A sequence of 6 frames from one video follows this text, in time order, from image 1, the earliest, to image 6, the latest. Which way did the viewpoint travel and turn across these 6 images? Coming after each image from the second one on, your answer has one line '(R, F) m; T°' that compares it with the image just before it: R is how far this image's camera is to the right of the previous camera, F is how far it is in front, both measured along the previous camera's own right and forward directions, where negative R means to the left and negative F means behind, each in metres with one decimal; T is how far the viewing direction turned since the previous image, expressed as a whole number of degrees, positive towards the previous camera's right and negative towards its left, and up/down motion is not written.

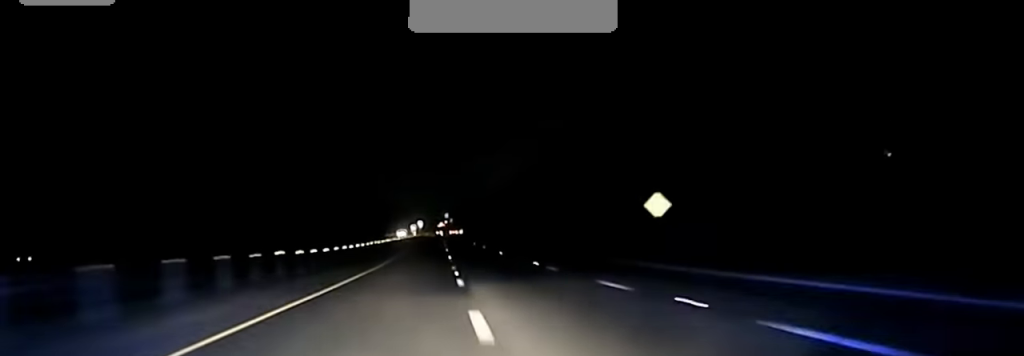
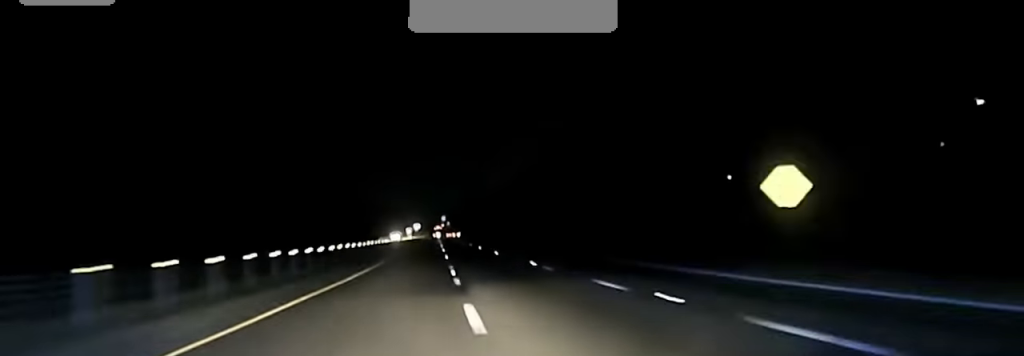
(0.0, +20.6) m; 0°
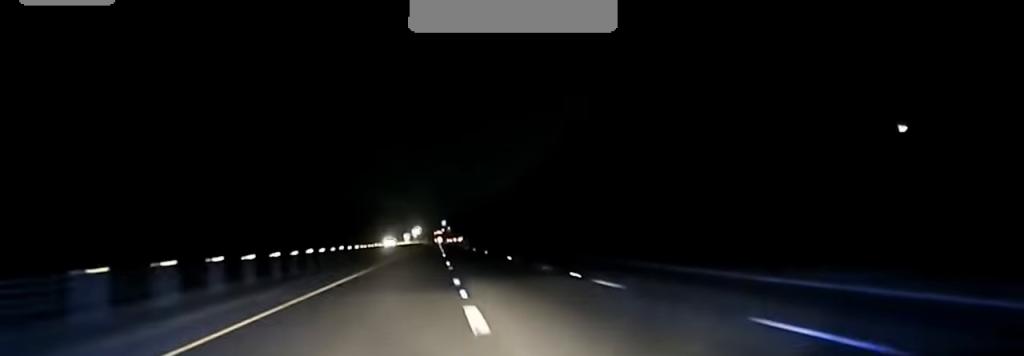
(0.0, +33.6) m; 0°
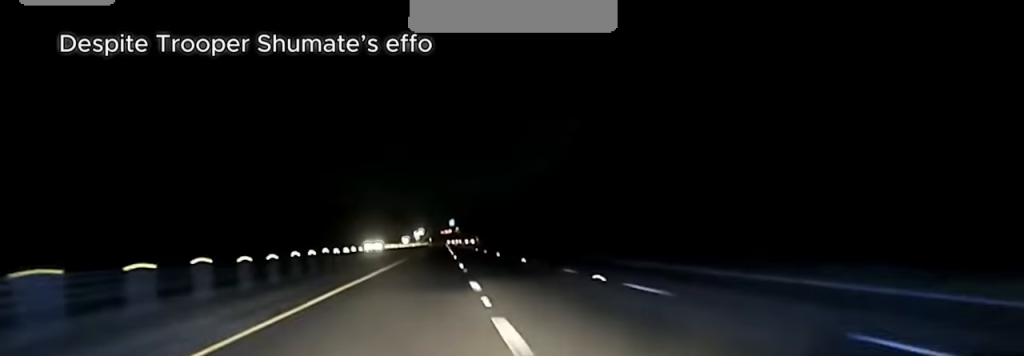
(-0.4, +90.2) m; 0°
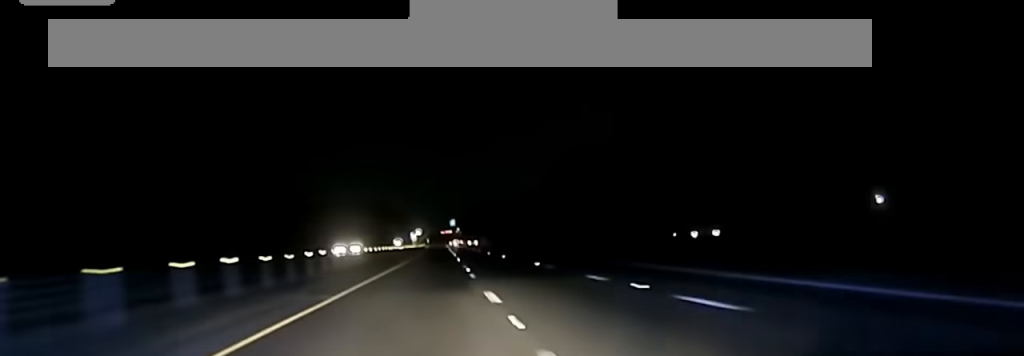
(+0.1, +57.8) m; 0°
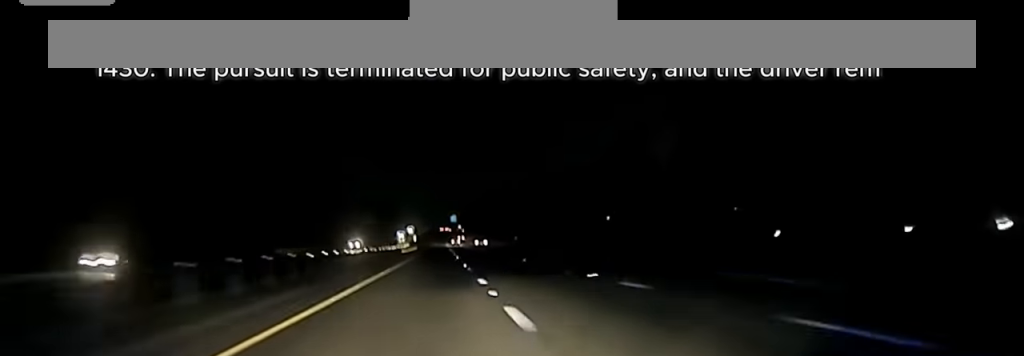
(+1.0, +131.1) m; 0°
